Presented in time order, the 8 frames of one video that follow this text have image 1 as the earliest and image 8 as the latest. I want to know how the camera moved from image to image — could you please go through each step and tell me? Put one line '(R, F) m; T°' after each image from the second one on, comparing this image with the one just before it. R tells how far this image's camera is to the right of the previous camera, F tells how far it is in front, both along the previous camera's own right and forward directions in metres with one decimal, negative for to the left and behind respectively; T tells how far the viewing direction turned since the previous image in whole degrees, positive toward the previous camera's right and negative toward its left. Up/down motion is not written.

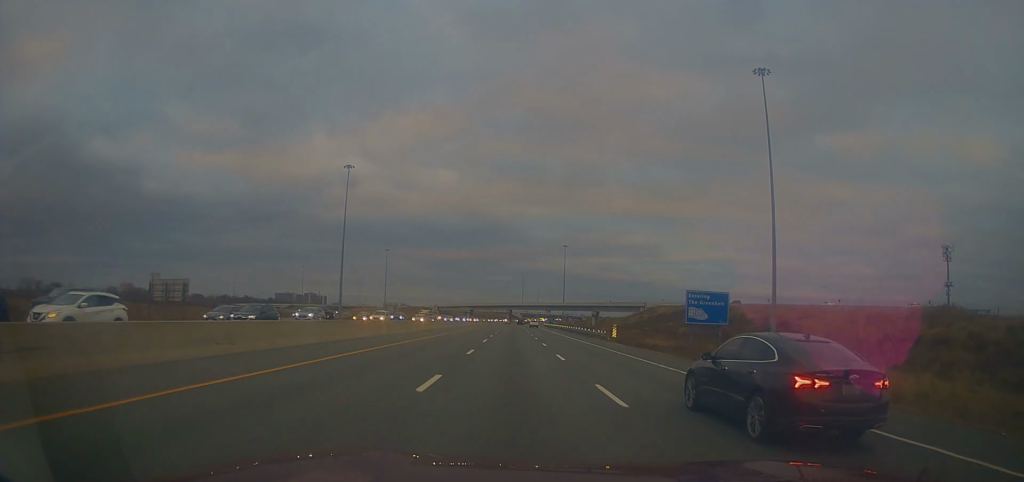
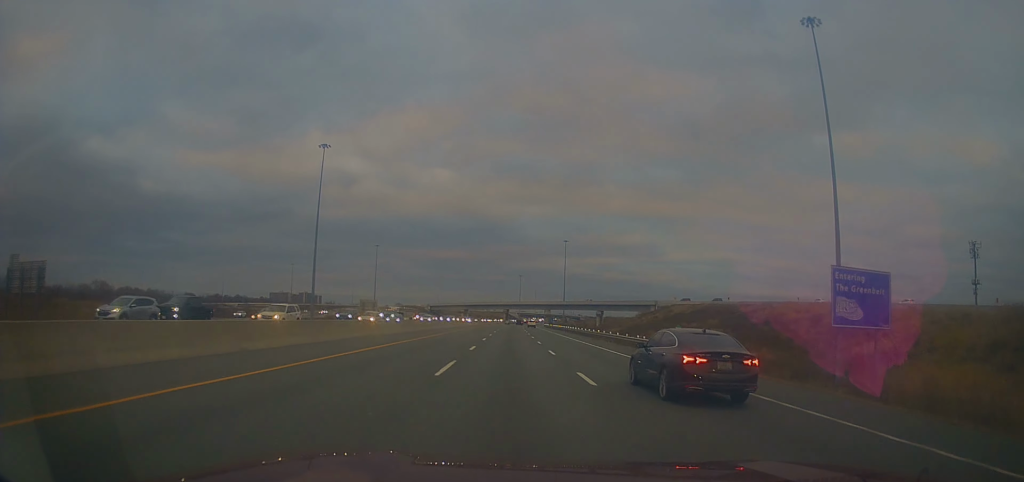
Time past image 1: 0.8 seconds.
(0.0, +20.8) m; 0°
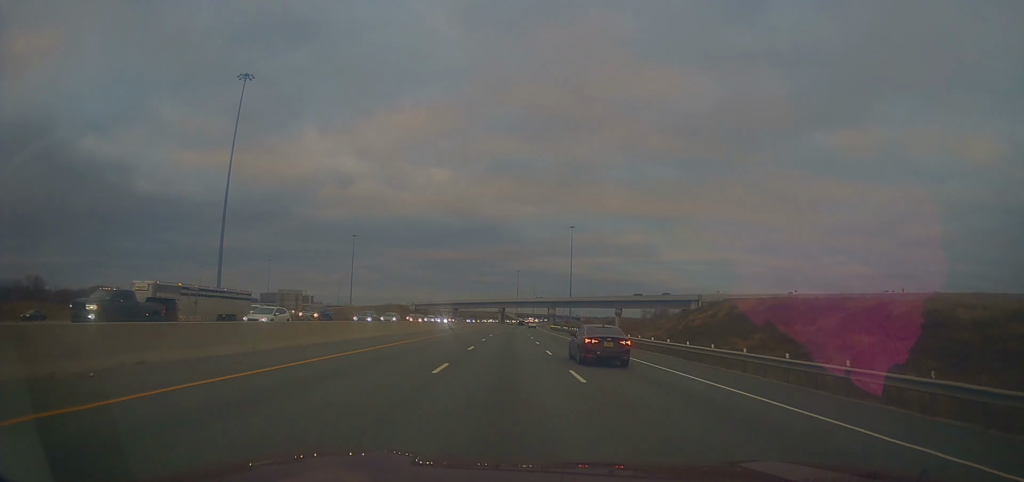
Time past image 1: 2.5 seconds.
(+0.6, +47.0) m; +1°
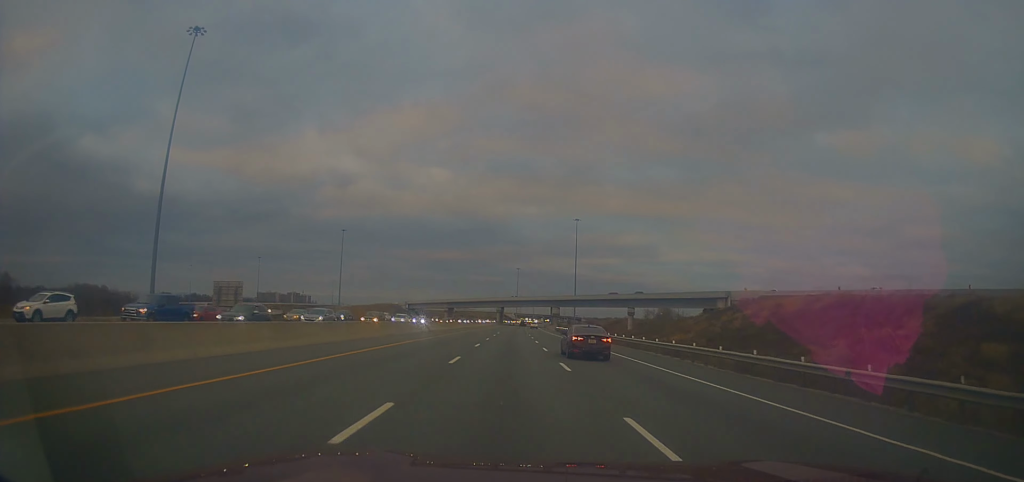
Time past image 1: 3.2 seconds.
(+0.1, +20.0) m; -1°
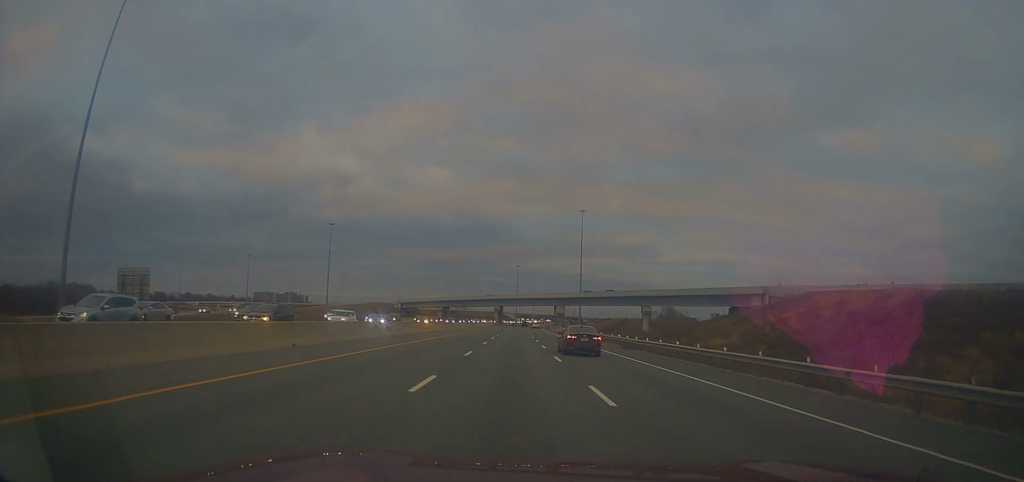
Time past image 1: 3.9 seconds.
(-0.4, +19.3) m; 0°
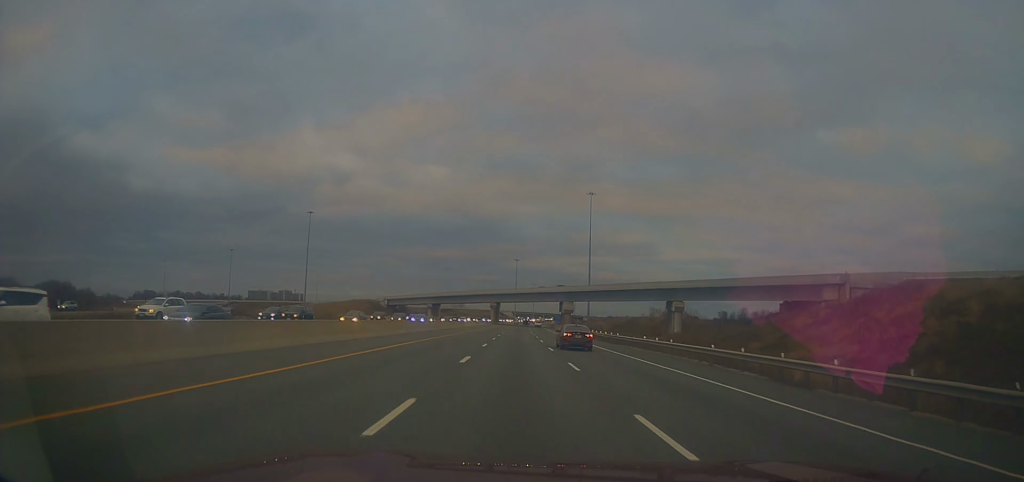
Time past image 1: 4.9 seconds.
(+0.2, +28.1) m; +1°
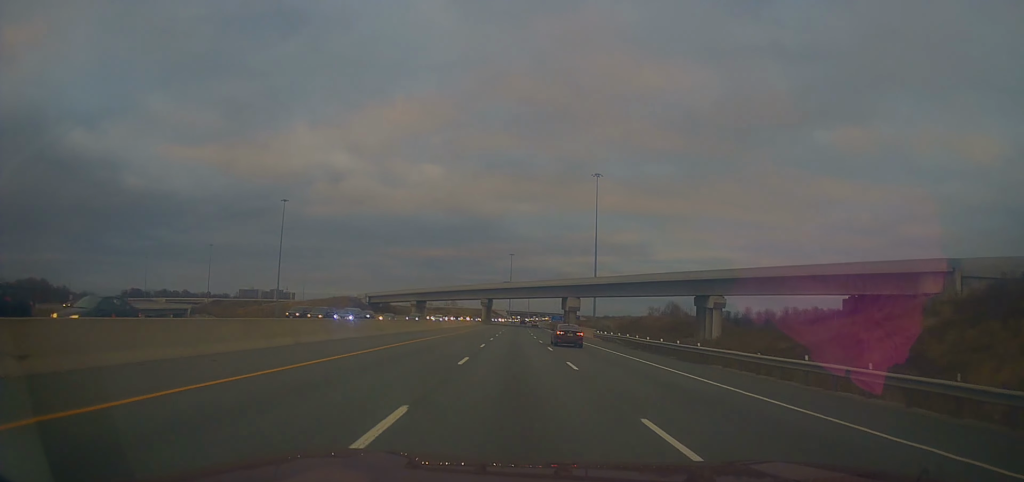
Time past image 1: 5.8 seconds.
(+0.4, +24.7) m; +1°
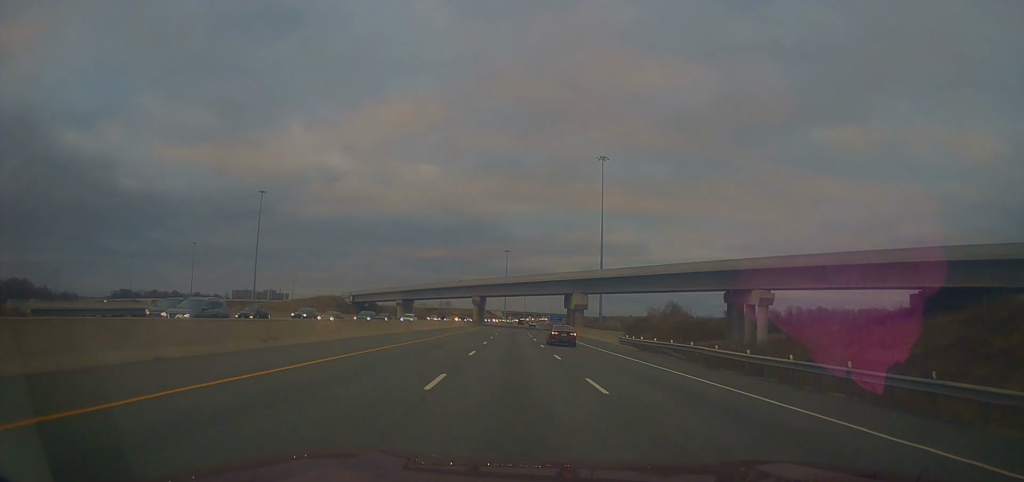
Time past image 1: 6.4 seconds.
(0.0, +18.2) m; 0°
